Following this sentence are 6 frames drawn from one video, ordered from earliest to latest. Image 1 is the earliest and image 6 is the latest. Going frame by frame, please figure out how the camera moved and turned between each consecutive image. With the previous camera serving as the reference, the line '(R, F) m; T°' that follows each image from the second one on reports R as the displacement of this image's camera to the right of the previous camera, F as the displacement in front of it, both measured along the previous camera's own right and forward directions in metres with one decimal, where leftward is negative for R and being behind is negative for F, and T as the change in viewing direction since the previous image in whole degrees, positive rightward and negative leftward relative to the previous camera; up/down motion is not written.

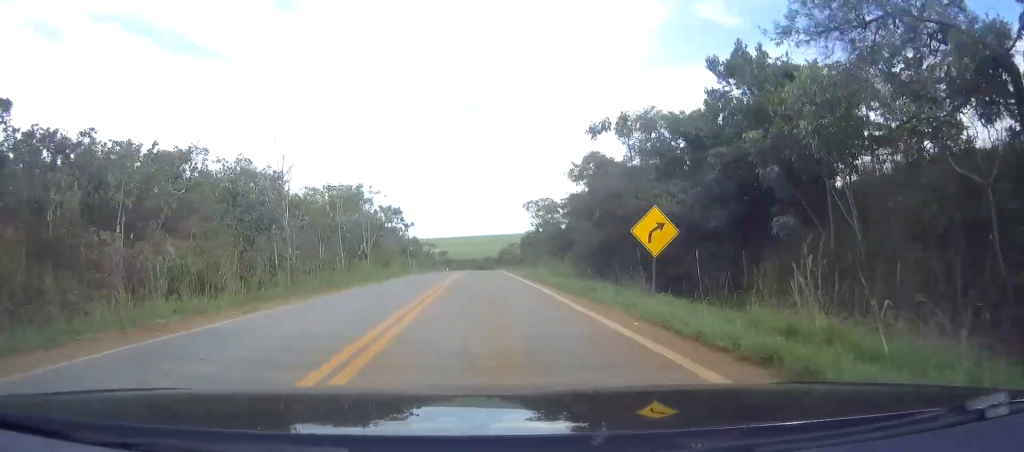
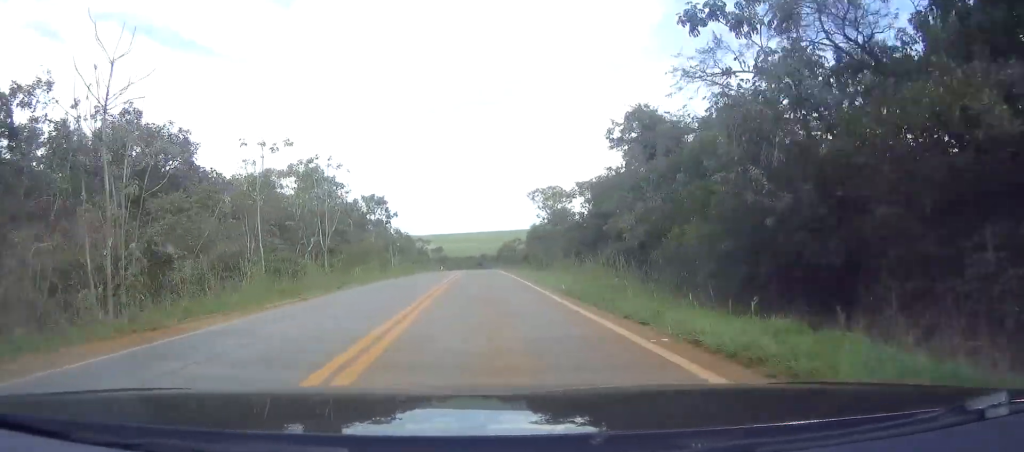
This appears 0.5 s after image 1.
(-0.1, +16.8) m; 0°
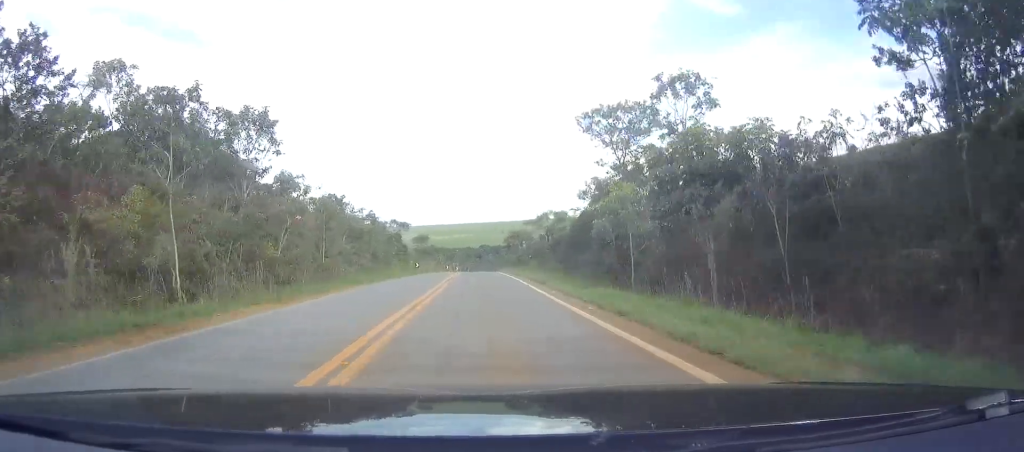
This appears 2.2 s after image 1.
(+0.3, +55.8) m; 0°
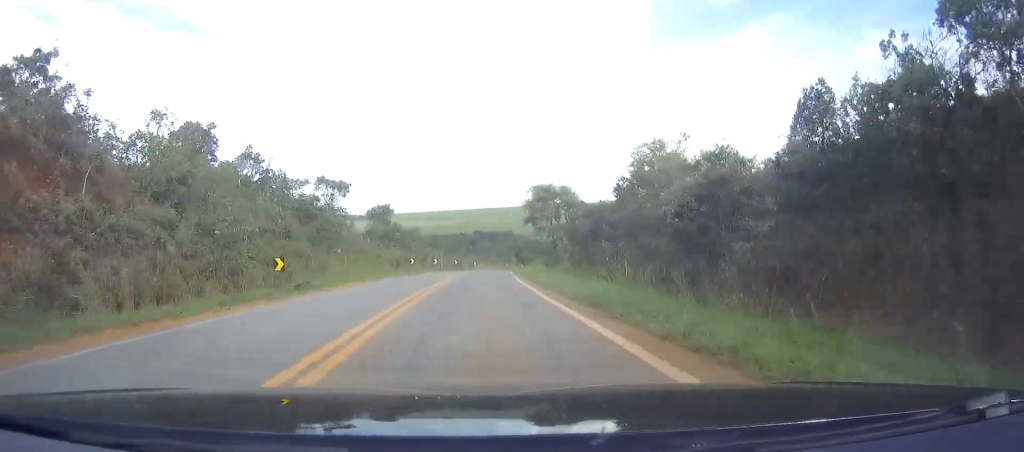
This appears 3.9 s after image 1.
(-0.1, +58.8) m; 0°
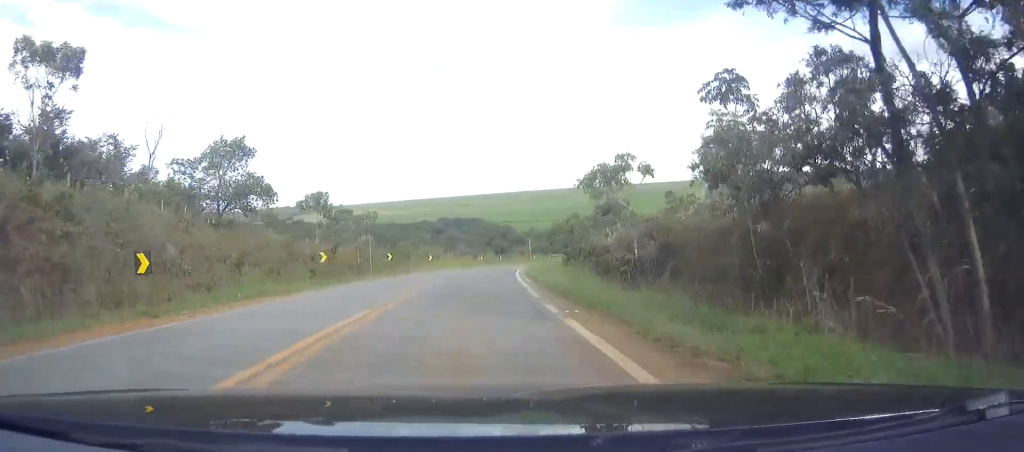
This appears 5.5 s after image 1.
(+0.6, +51.9) m; +1°
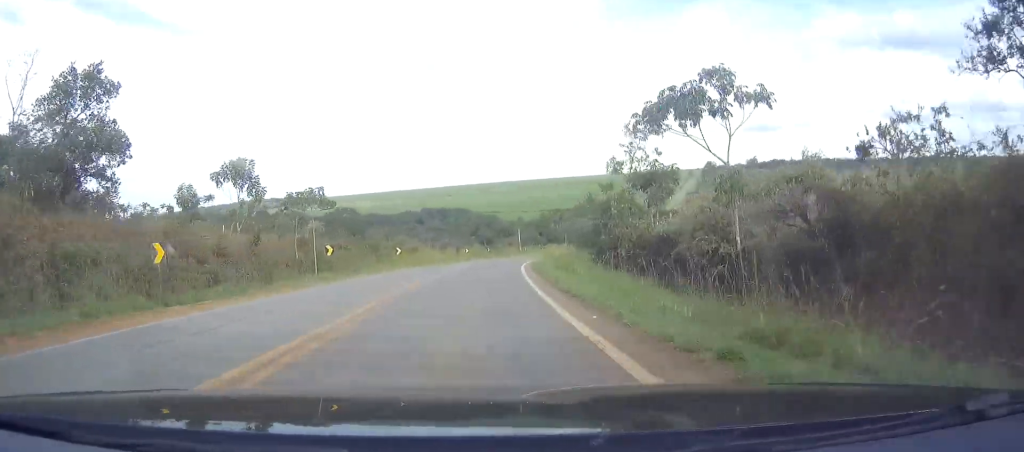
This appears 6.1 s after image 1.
(+0.1, +18.8) m; +1°
